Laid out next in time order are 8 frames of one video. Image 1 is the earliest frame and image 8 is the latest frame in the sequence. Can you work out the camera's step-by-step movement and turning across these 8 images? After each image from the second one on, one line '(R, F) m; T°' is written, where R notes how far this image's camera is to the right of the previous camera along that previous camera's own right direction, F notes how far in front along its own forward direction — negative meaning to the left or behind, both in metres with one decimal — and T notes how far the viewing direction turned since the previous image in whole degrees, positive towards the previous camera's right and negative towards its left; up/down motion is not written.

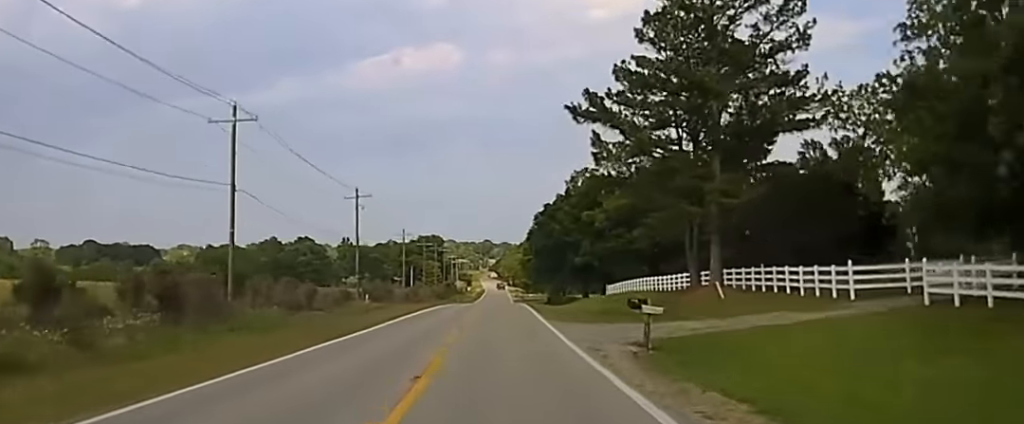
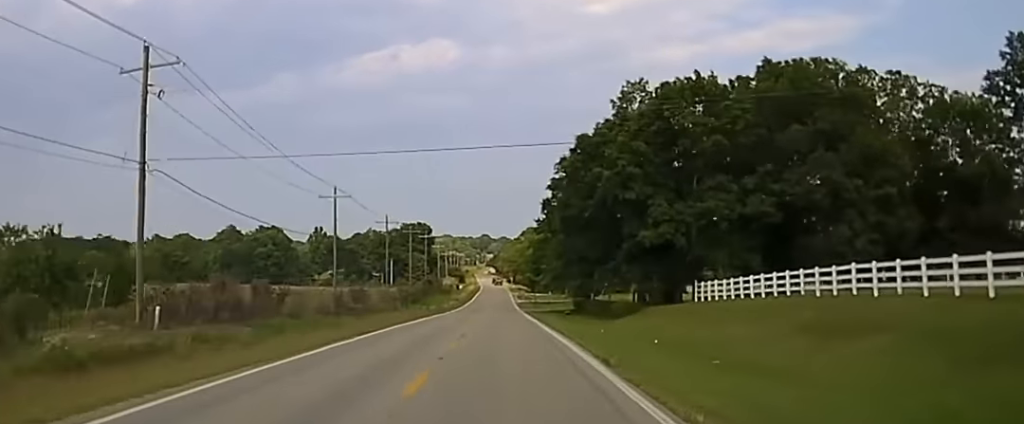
(-0.5, +65.6) m; -1°
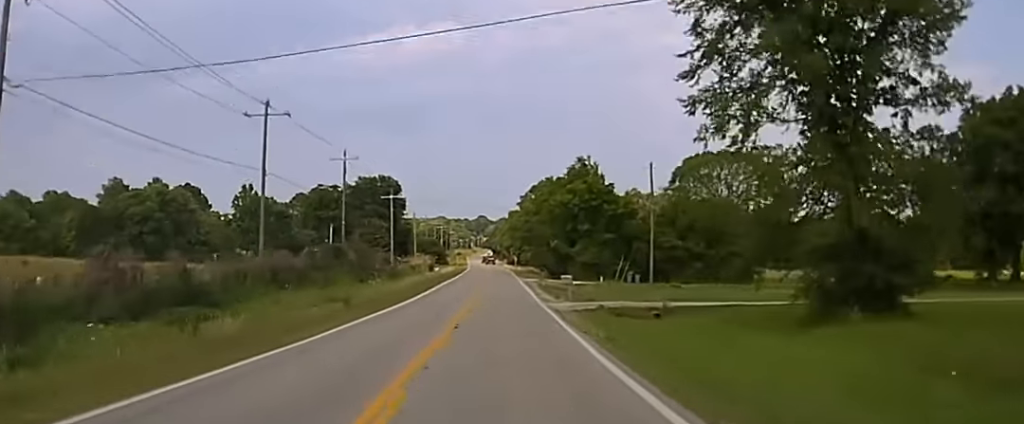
(-0.1, +108.4) m; 0°
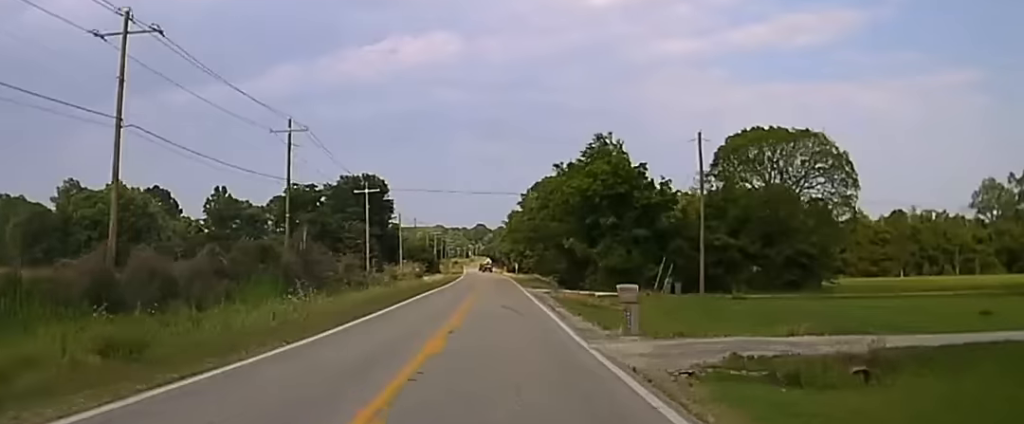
(+0.2, +26.1) m; 0°
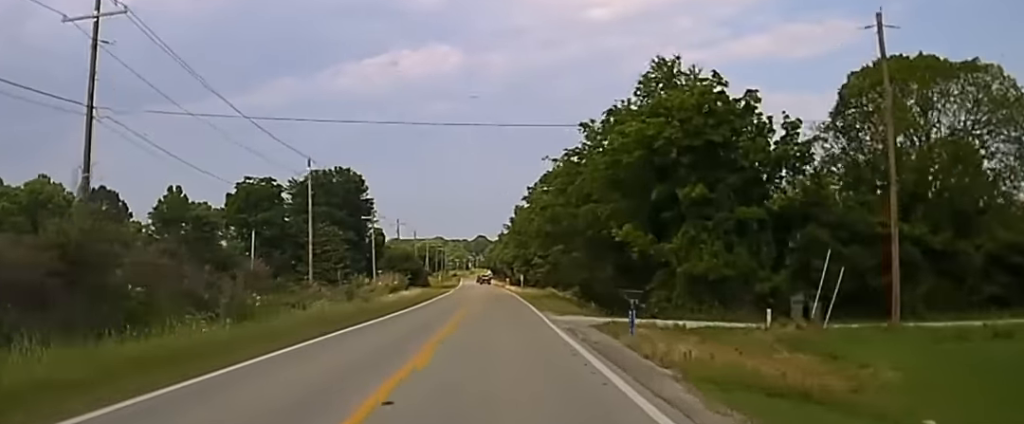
(+0.2, +37.8) m; 0°
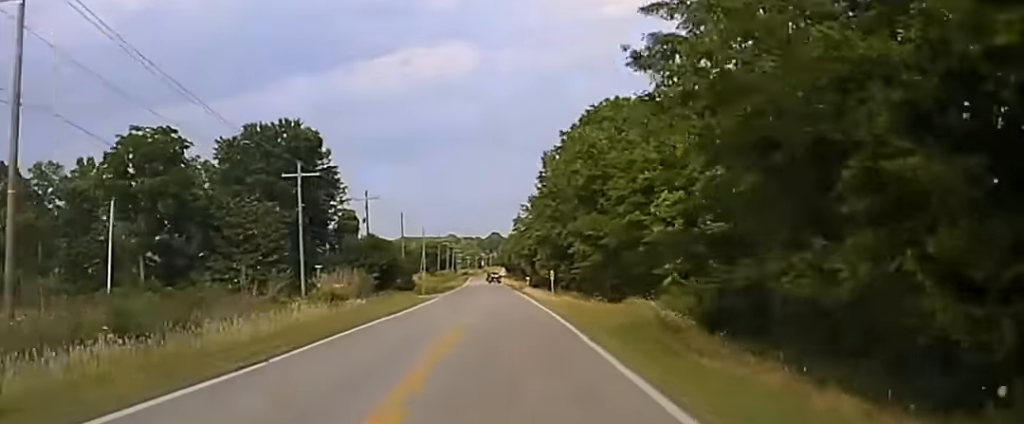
(-0.3, +57.6) m; -1°
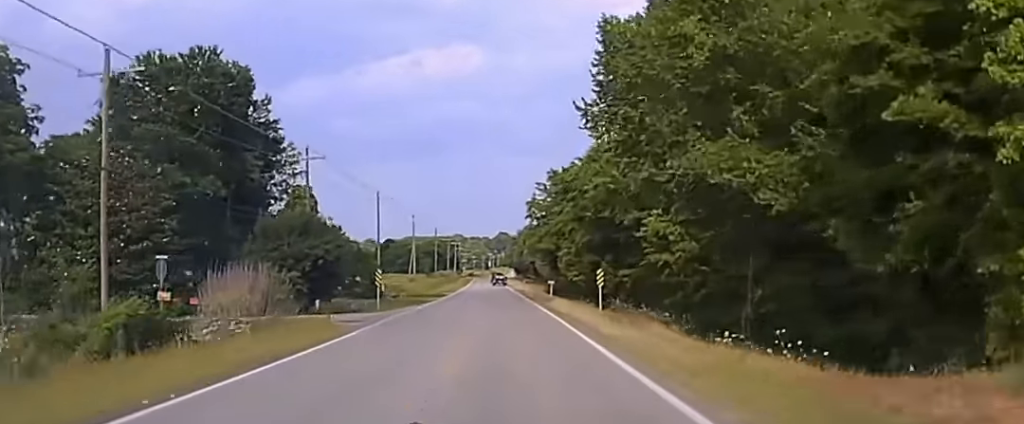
(-0.3, +41.3) m; -1°
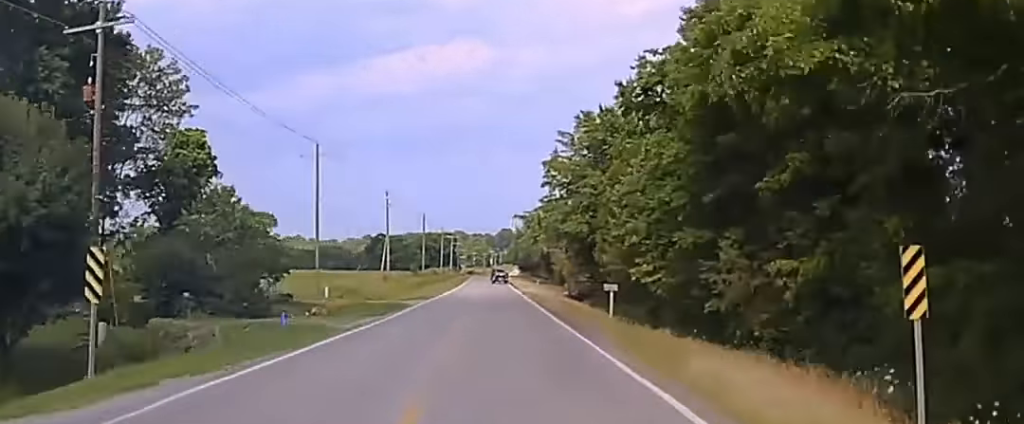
(0.0, +45.3) m; 0°
